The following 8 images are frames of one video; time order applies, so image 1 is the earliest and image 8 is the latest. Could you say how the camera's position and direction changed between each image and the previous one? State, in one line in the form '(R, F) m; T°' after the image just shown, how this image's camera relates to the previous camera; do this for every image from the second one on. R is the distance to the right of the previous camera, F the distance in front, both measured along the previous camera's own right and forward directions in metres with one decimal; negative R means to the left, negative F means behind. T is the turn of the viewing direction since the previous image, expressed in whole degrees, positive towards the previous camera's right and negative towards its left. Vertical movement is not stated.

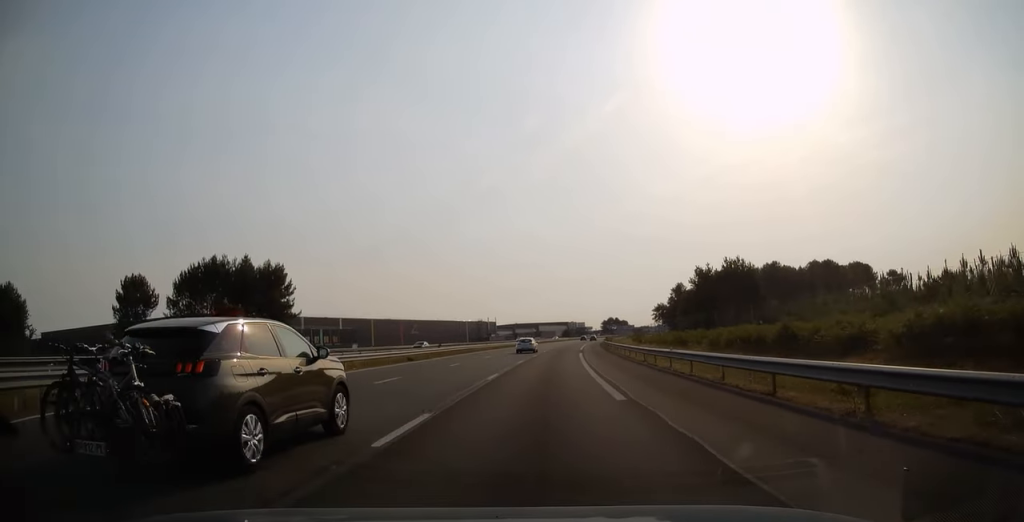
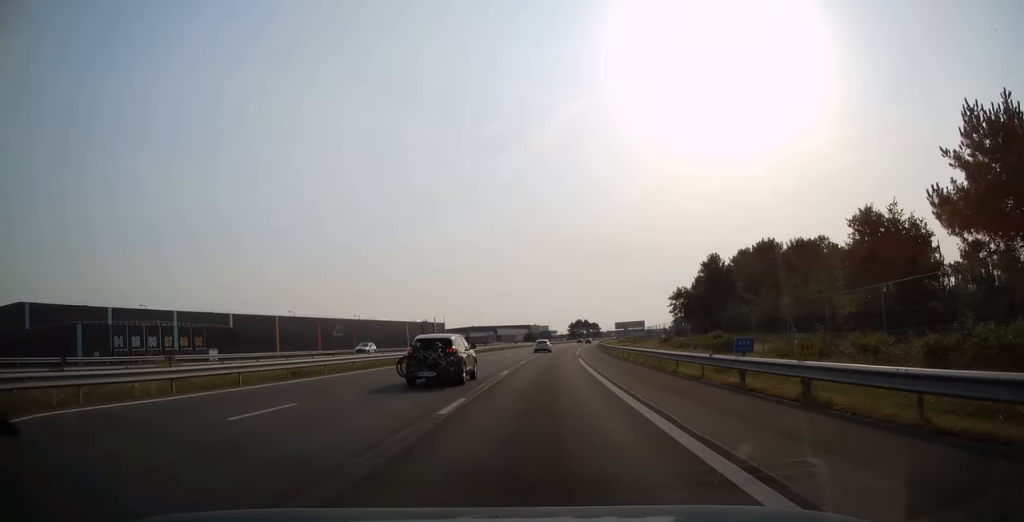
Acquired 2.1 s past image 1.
(+1.7, +61.6) m; +3°
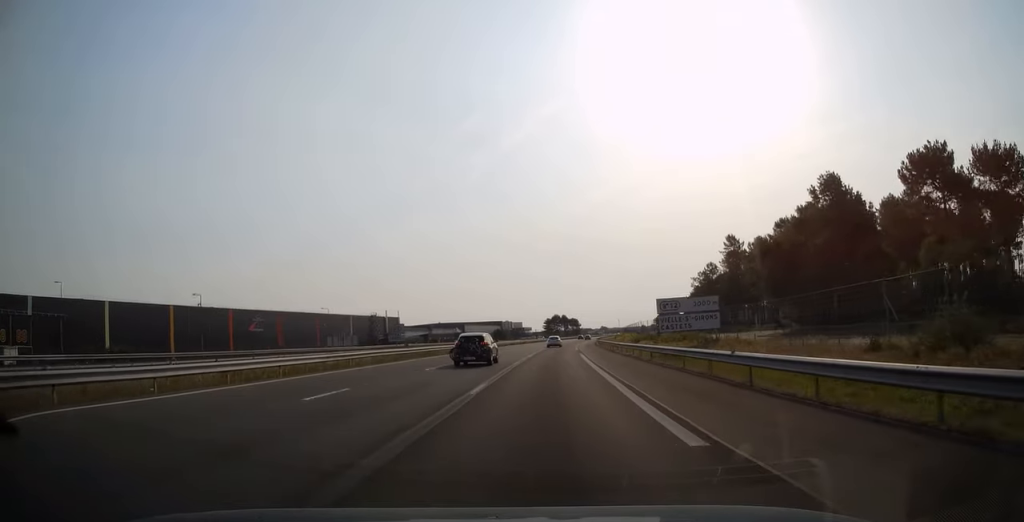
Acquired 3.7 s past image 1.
(+0.6, +48.8) m; +2°
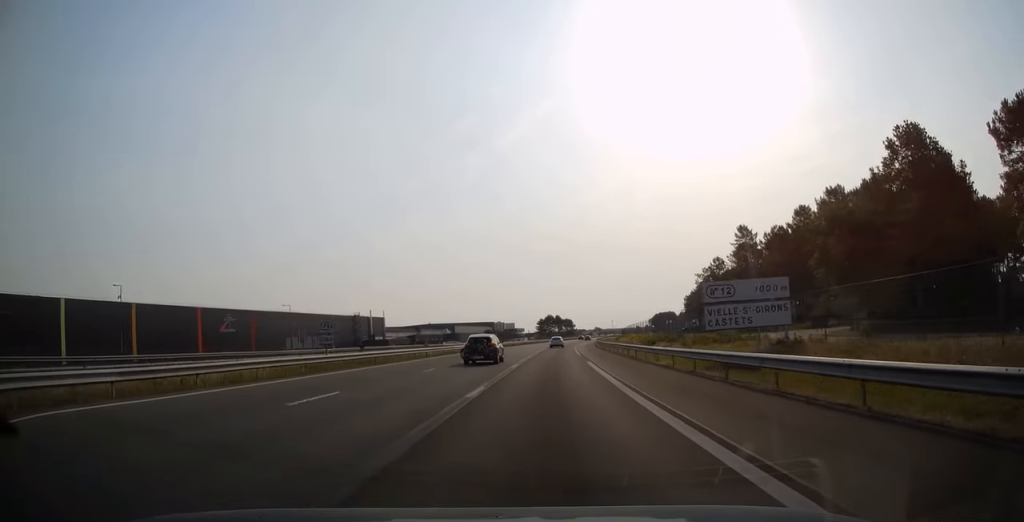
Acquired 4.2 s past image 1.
(+0.1, +13.8) m; +1°
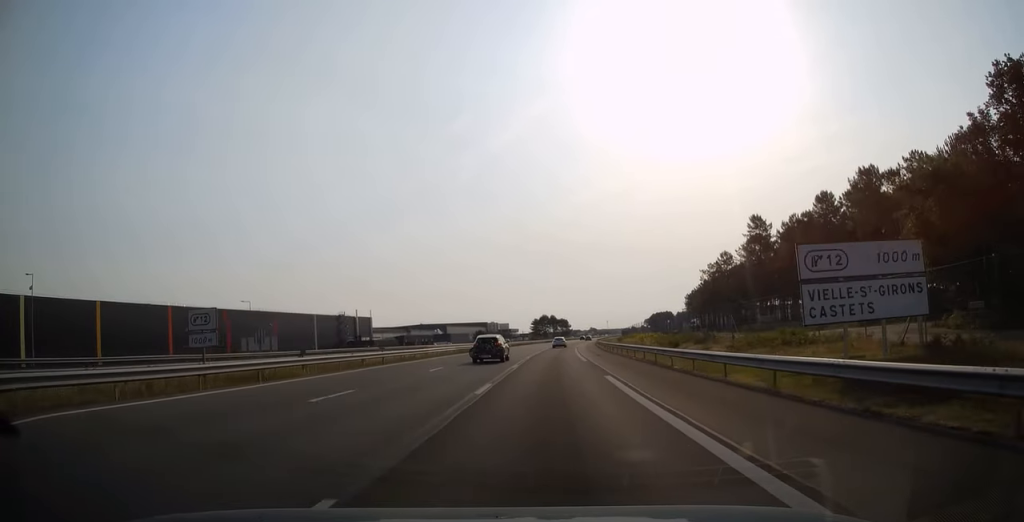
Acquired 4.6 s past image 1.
(0.0, +11.8) m; +1°
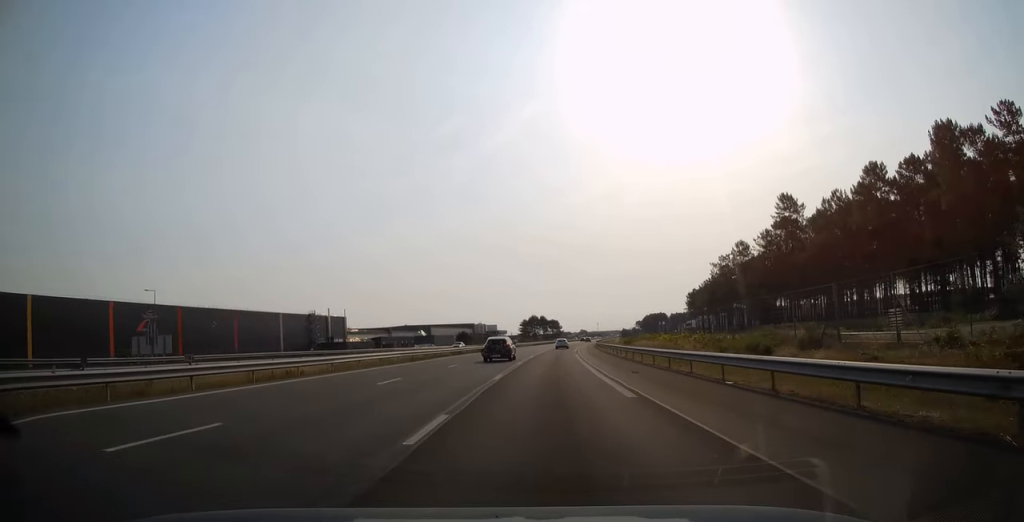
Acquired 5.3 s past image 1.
(+0.3, +20.2) m; +1°
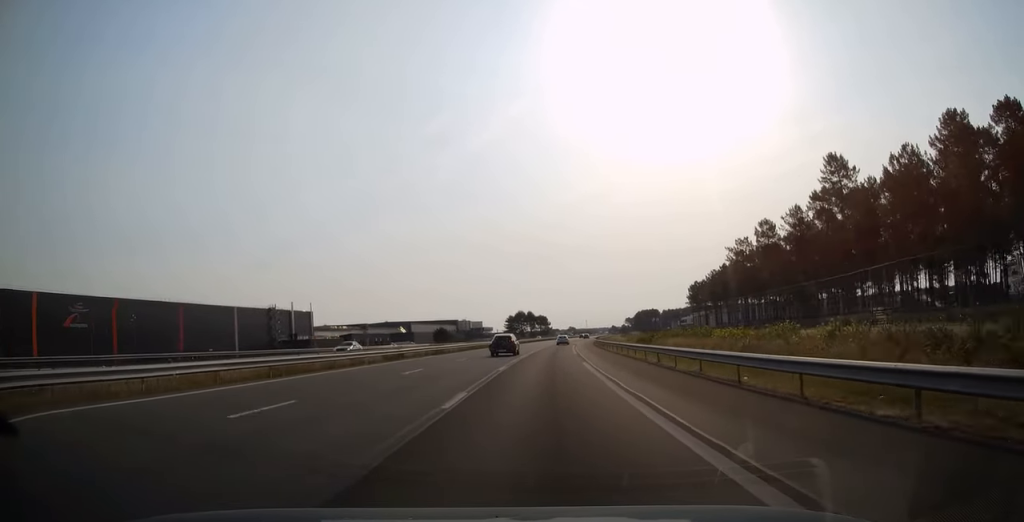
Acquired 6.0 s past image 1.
(+0.3, +22.2) m; +1°
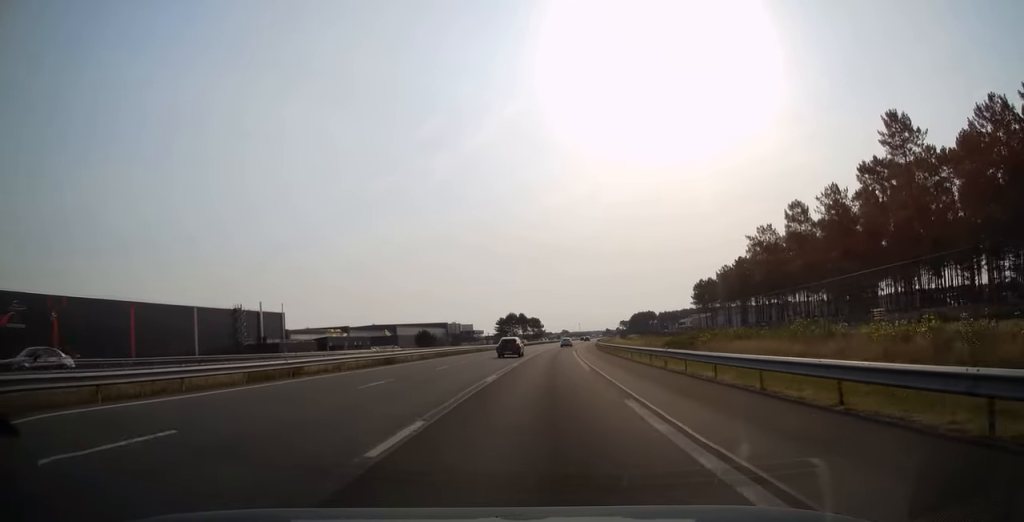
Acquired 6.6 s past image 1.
(+0.1, +17.8) m; +1°
